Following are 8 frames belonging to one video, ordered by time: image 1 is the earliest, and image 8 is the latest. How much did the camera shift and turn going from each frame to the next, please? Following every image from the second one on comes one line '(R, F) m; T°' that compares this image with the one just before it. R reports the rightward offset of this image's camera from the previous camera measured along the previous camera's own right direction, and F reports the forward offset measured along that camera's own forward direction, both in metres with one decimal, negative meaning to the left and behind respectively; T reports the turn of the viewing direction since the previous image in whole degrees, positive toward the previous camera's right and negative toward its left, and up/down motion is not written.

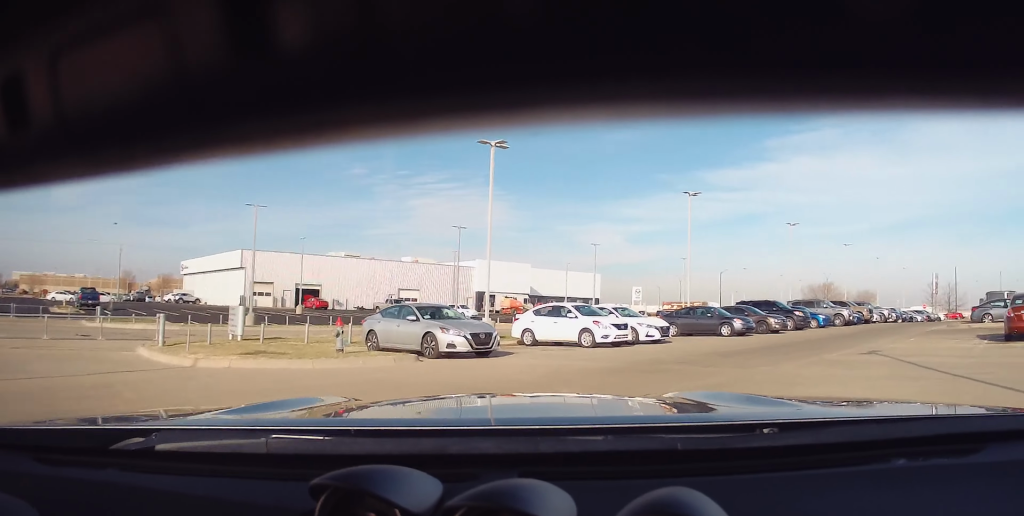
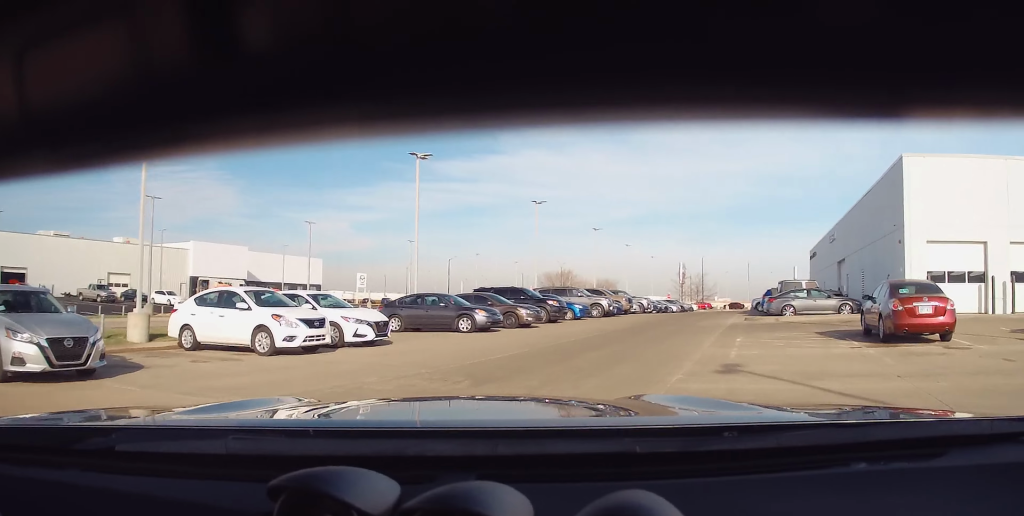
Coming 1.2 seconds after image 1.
(+1.8, +7.5) m; +22°
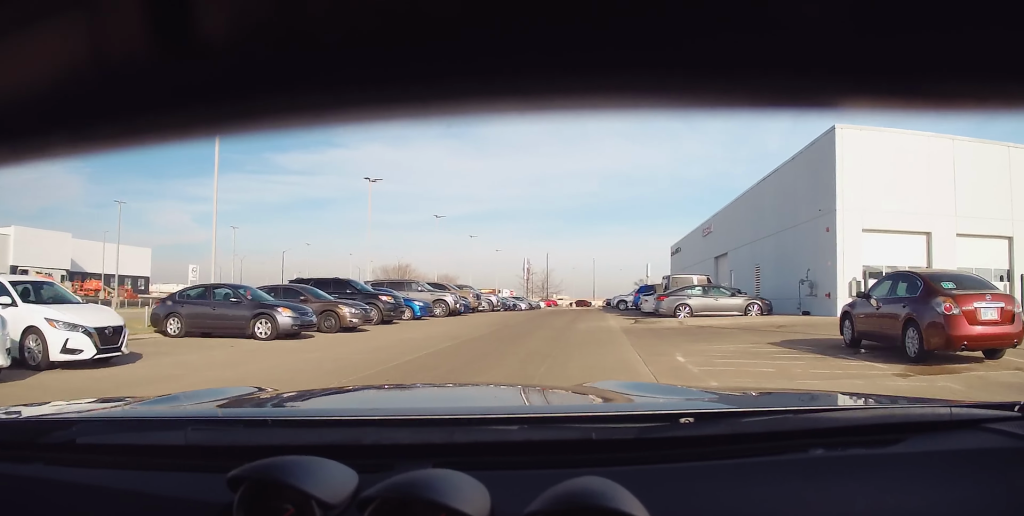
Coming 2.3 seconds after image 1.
(+1.0, +6.8) m; +13°
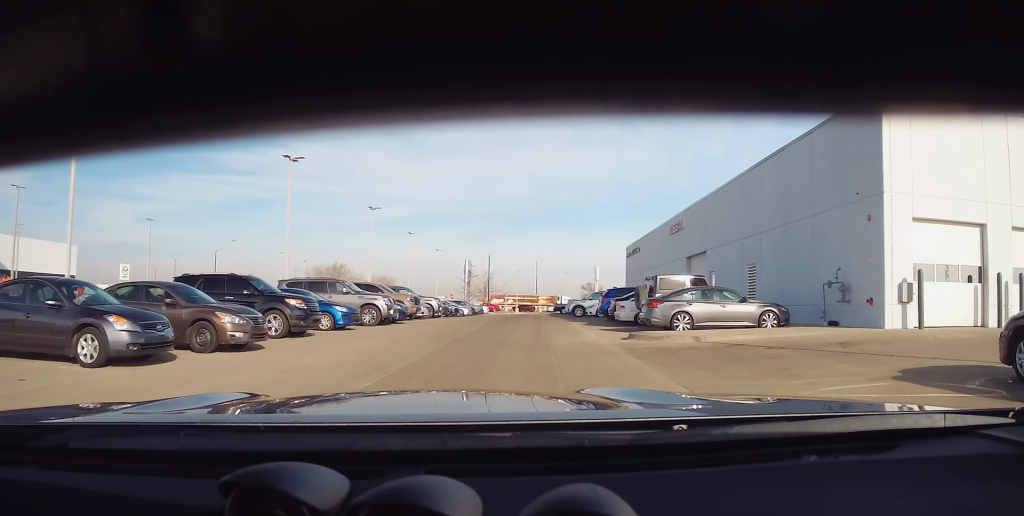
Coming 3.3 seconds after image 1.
(+0.4, +6.1) m; +3°
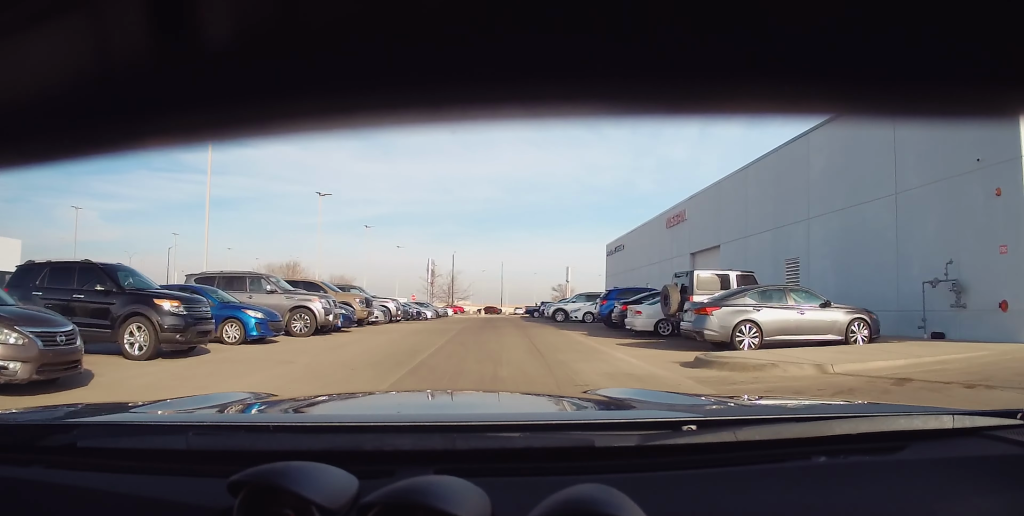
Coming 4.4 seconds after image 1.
(-0.2, +7.0) m; +1°
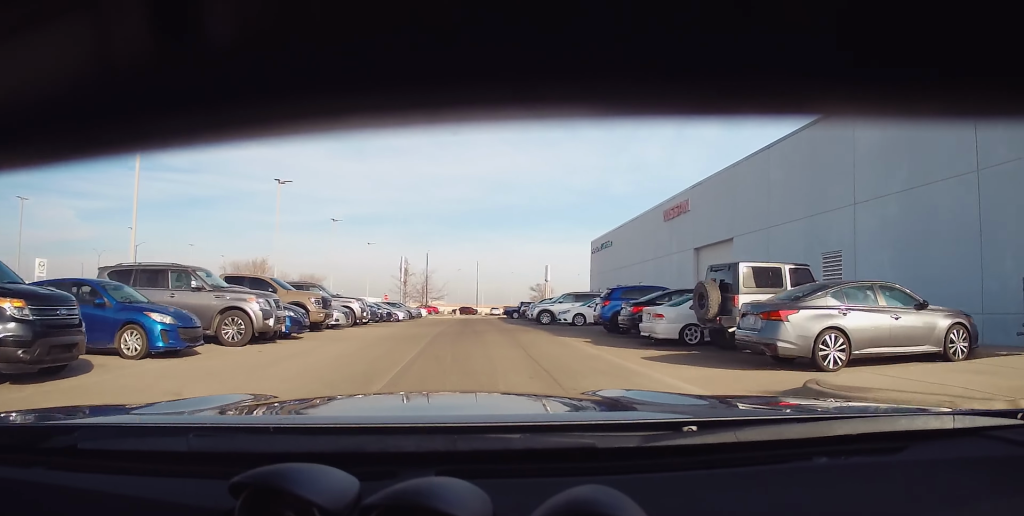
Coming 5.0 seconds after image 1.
(+0.1, +4.3) m; +2°
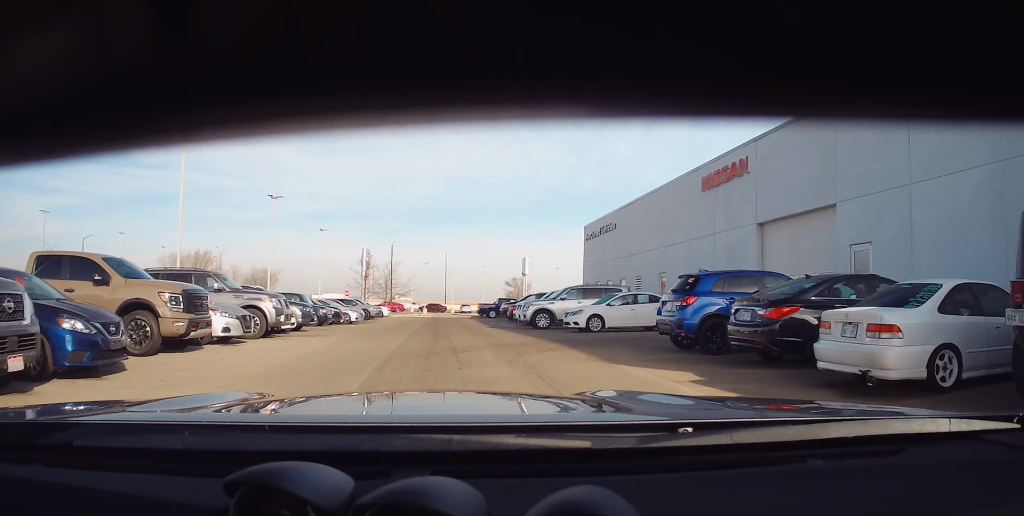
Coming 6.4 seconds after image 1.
(+0.3, +9.6) m; +5°
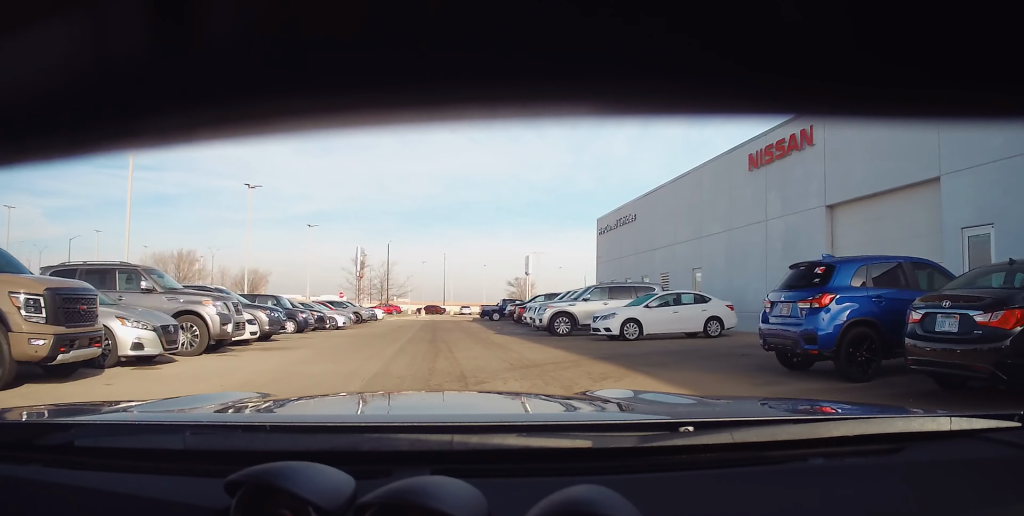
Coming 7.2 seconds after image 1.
(+0.2, +4.4) m; +3°
